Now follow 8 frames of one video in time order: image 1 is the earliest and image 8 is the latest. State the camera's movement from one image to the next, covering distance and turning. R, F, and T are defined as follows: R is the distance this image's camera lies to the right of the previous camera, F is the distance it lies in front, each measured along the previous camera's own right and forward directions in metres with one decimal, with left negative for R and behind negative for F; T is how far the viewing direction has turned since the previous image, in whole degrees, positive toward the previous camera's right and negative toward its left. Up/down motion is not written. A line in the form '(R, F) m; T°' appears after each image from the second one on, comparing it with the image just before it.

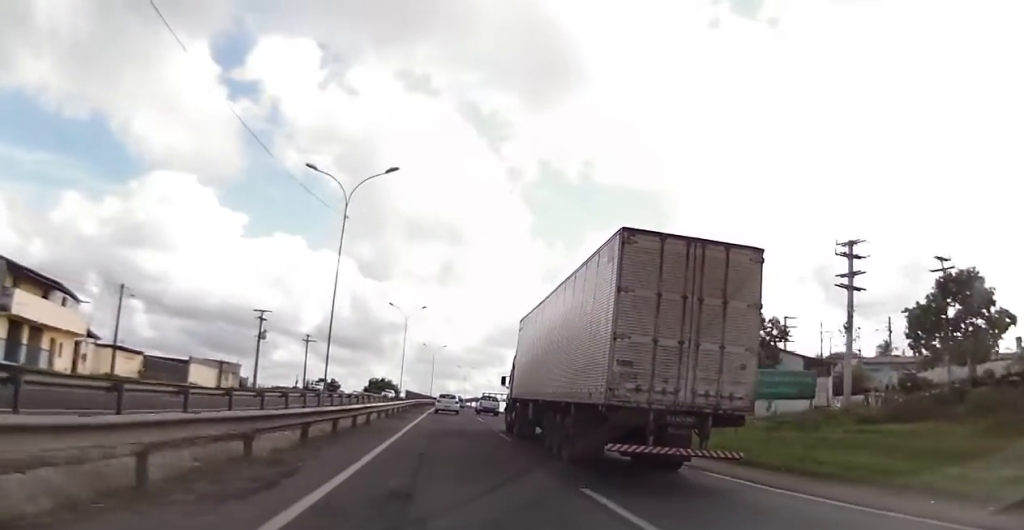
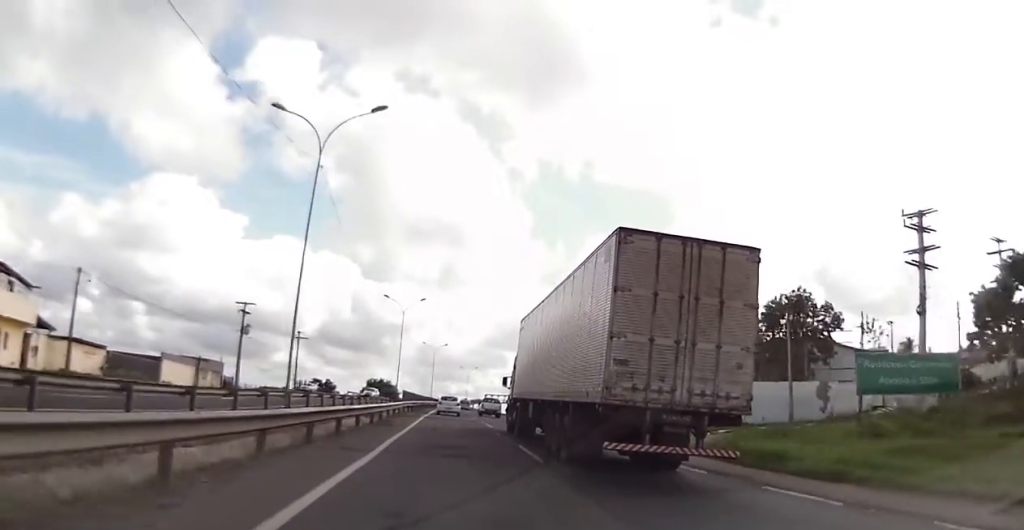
(-0.1, +7.5) m; -1°
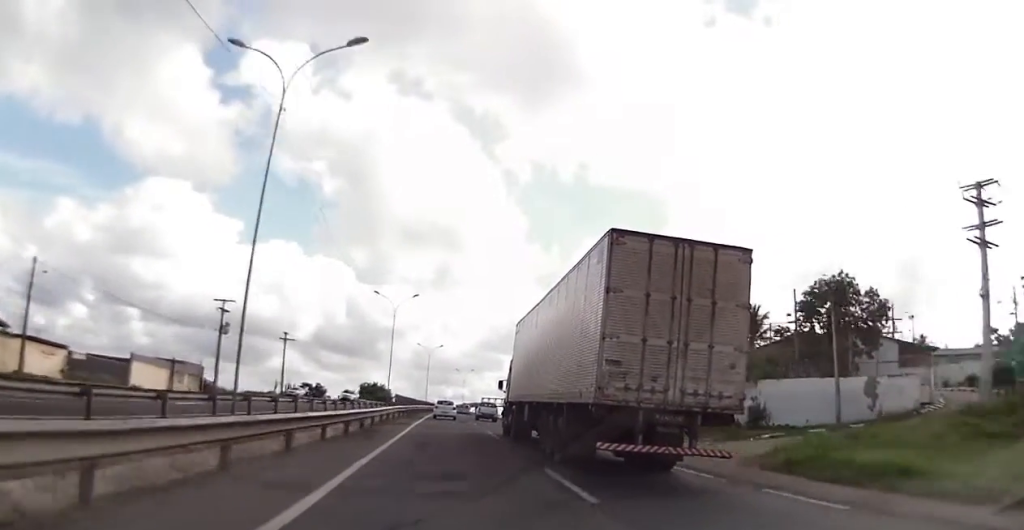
(0.0, +5.6) m; 0°
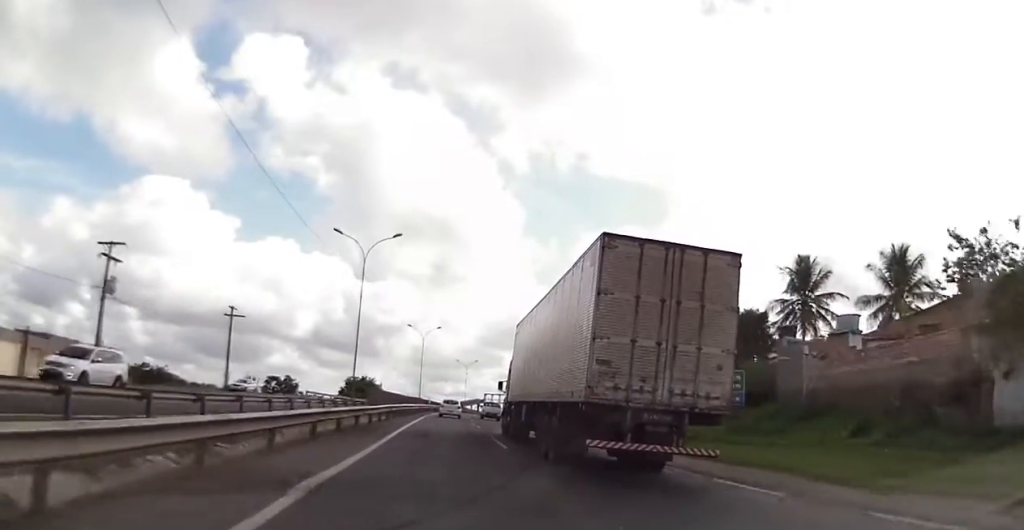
(+0.1, +24.3) m; +2°
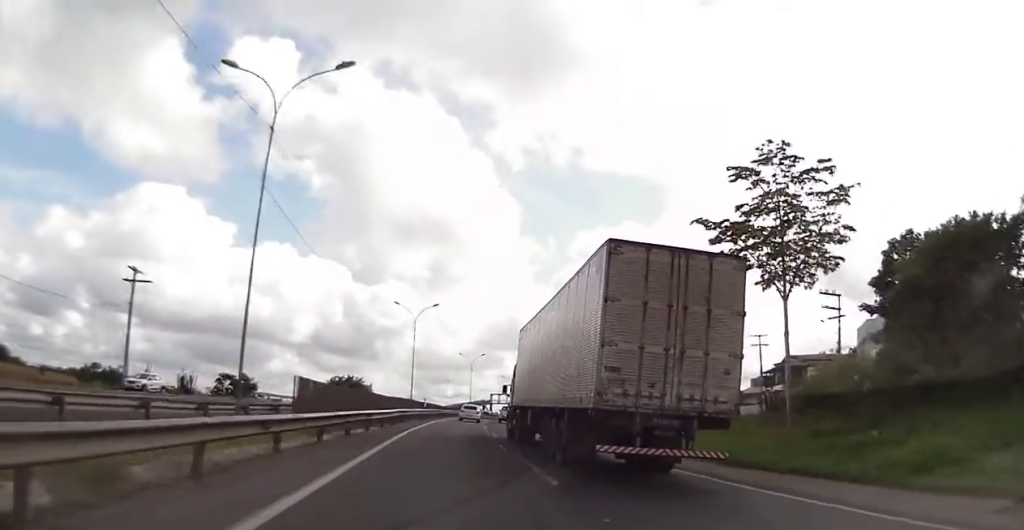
(0.0, +23.9) m; 0°
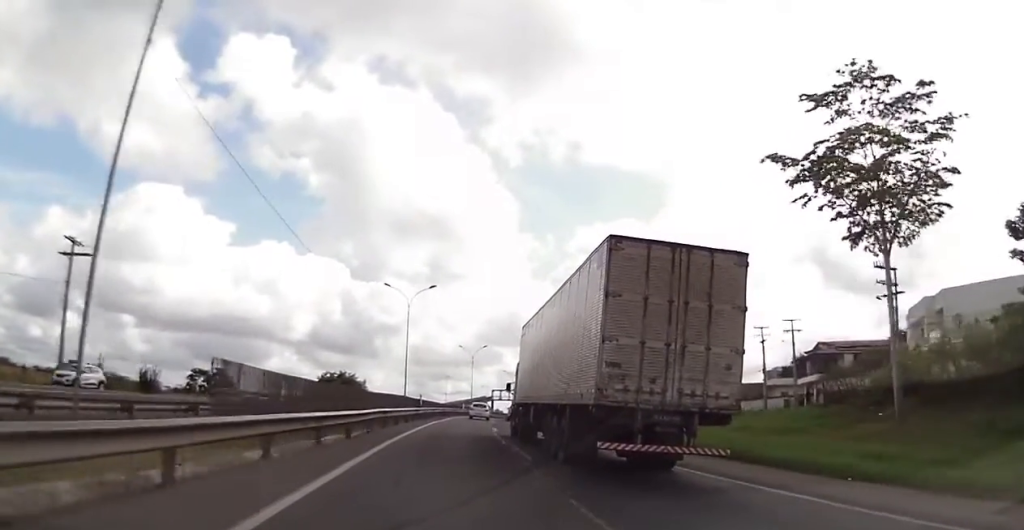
(+0.1, +9.1) m; 0°
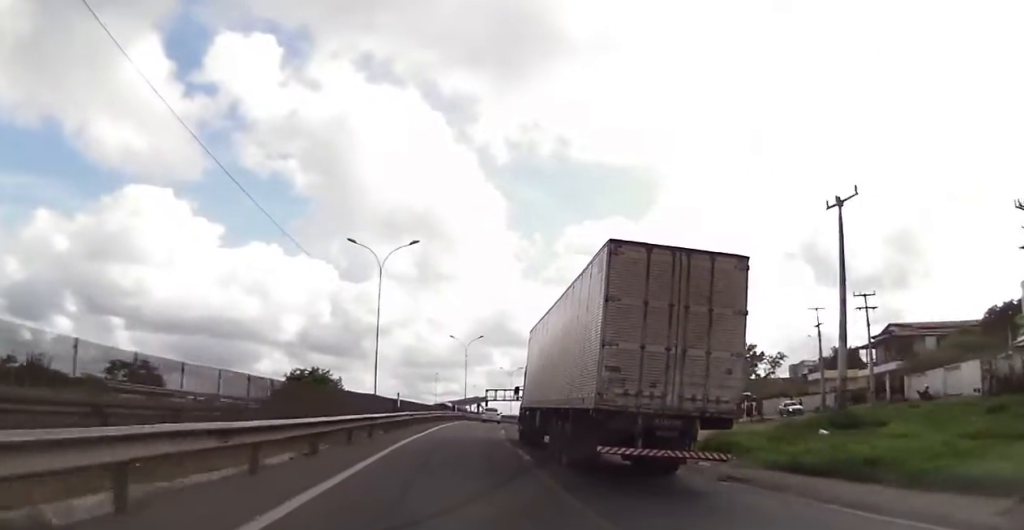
(-0.1, +17.3) m; 0°
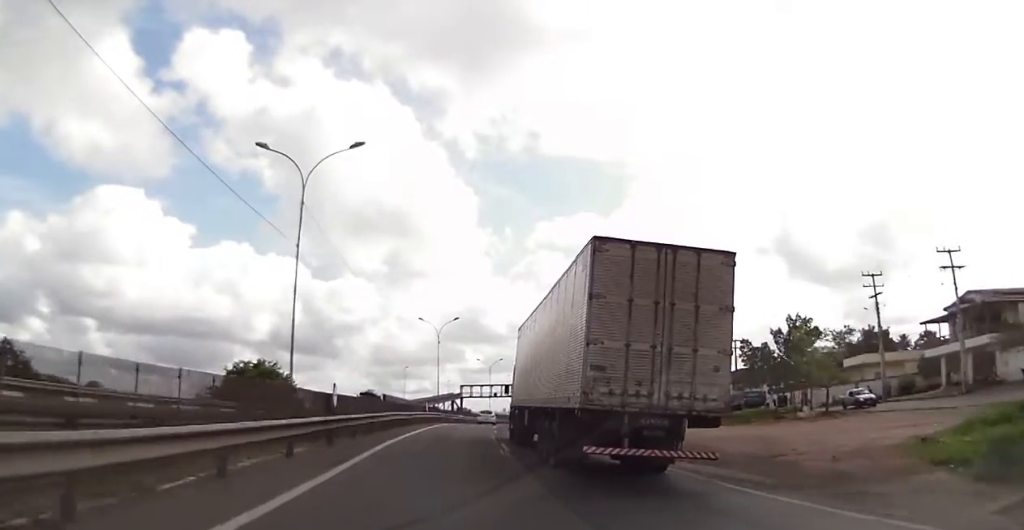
(+0.2, +16.5) m; +1°
